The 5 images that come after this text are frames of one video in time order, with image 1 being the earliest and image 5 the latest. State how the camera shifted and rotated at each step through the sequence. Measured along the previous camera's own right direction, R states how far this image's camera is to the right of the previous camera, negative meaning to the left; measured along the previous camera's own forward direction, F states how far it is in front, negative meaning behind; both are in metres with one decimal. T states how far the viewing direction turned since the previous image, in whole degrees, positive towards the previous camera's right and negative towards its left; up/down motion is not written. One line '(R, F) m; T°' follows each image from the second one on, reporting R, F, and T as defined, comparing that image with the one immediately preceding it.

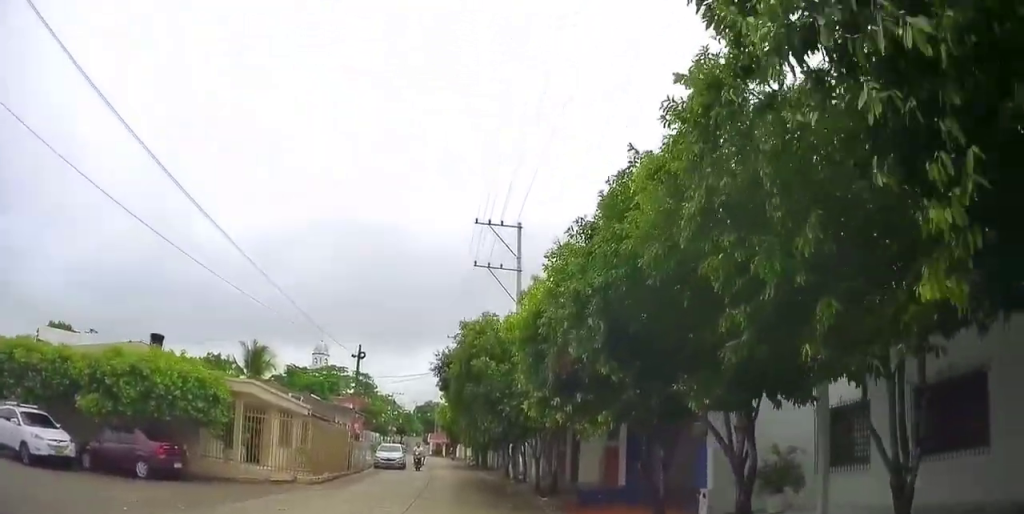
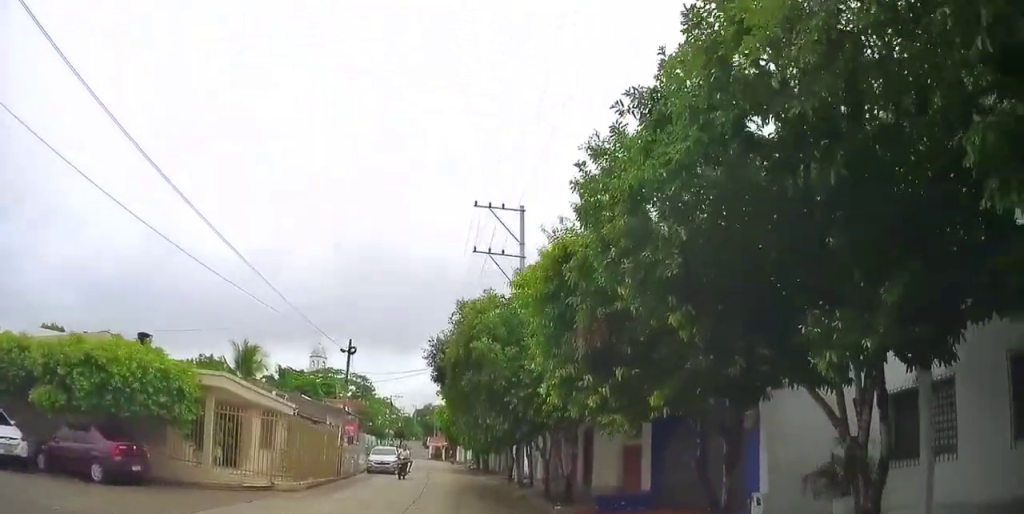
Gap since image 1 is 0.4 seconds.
(0.0, +2.4) m; 0°
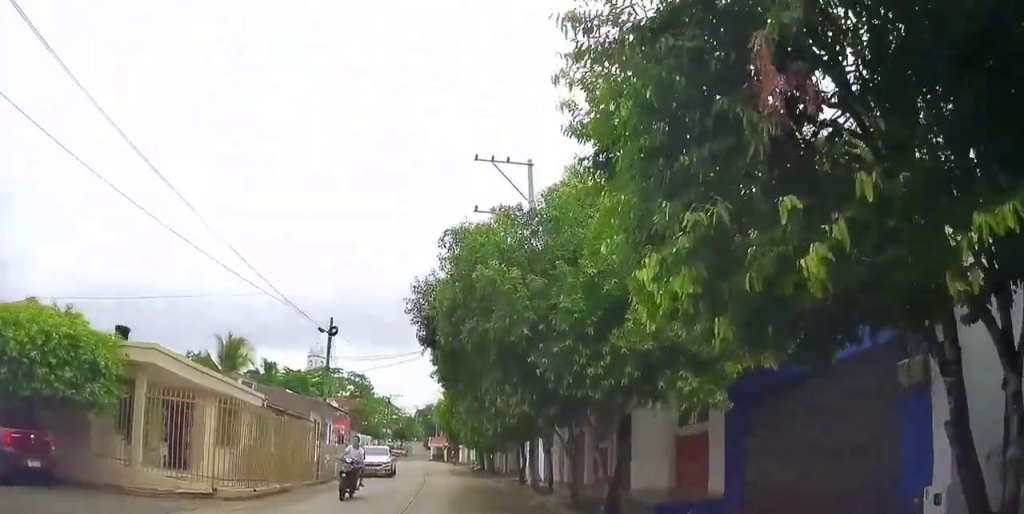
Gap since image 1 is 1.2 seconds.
(0.0, +4.3) m; +1°
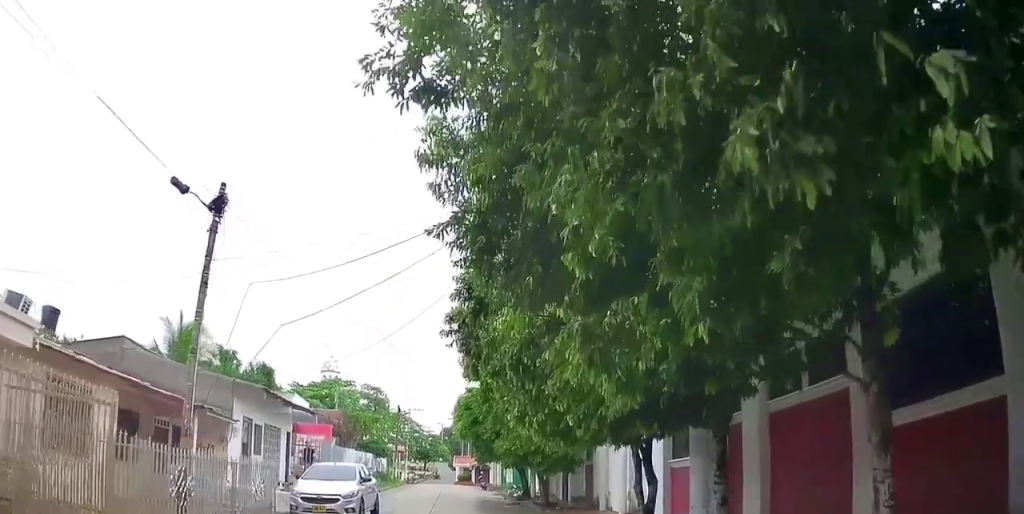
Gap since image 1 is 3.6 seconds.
(+0.5, +14.2) m; +2°
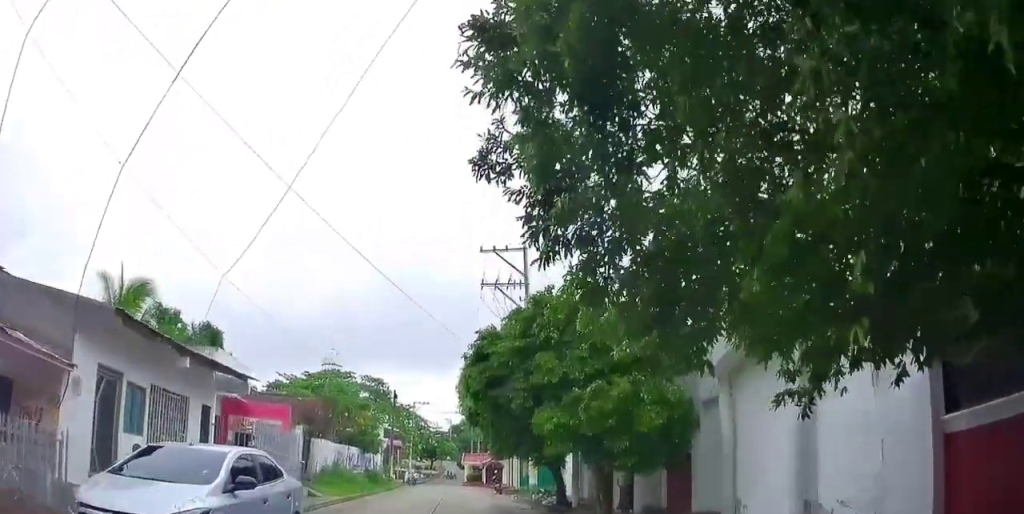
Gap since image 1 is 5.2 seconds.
(-0.1, +9.4) m; -4°
